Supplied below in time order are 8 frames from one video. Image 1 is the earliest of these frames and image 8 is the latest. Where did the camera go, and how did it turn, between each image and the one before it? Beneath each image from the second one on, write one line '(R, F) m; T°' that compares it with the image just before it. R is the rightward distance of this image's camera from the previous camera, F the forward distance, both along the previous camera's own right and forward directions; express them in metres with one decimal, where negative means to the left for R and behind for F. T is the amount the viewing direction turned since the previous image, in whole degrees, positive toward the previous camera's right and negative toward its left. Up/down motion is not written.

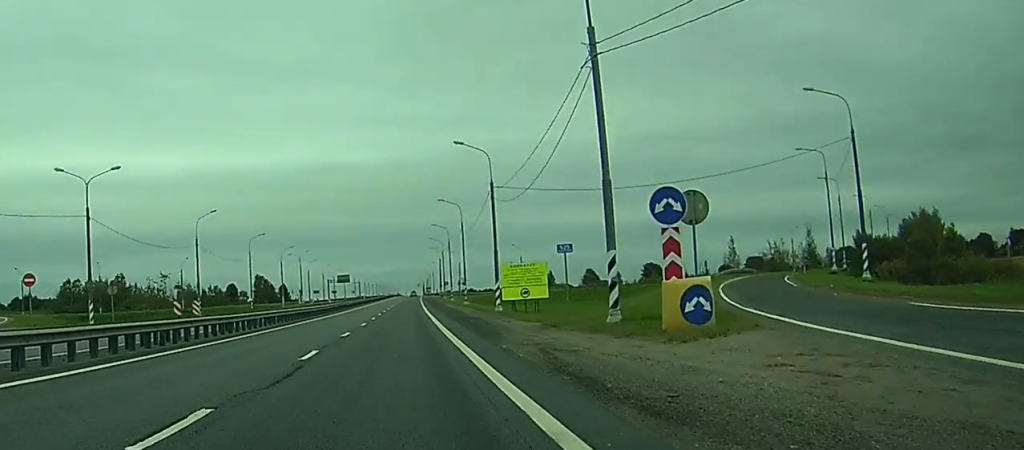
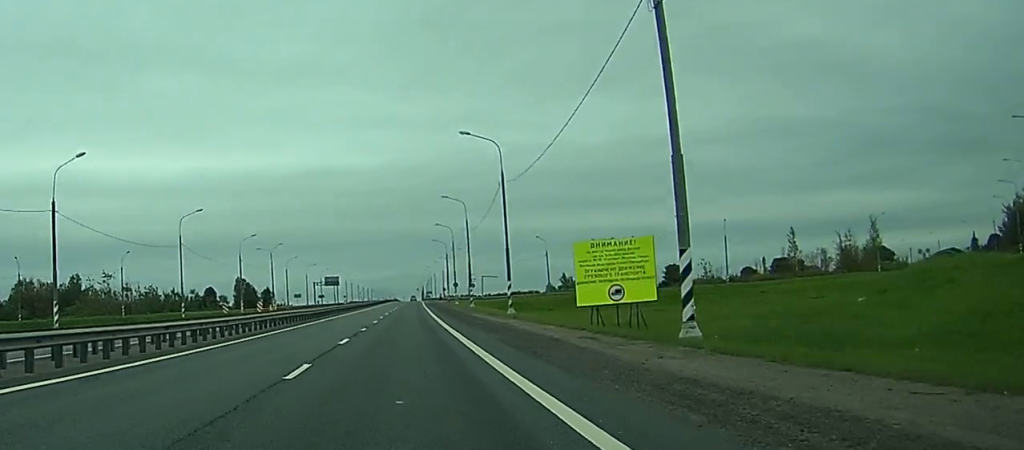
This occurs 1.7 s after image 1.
(-0.9, +38.8) m; -2°
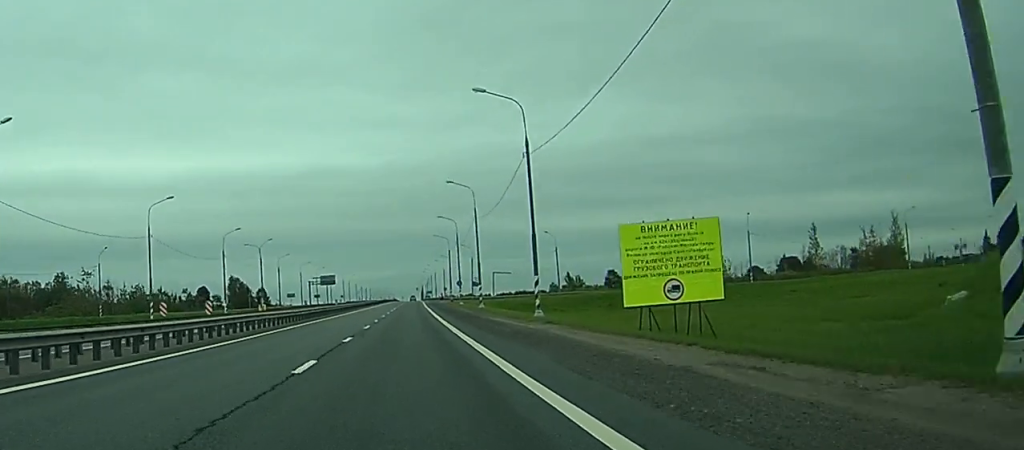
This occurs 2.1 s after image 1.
(-0.1, +10.9) m; 0°
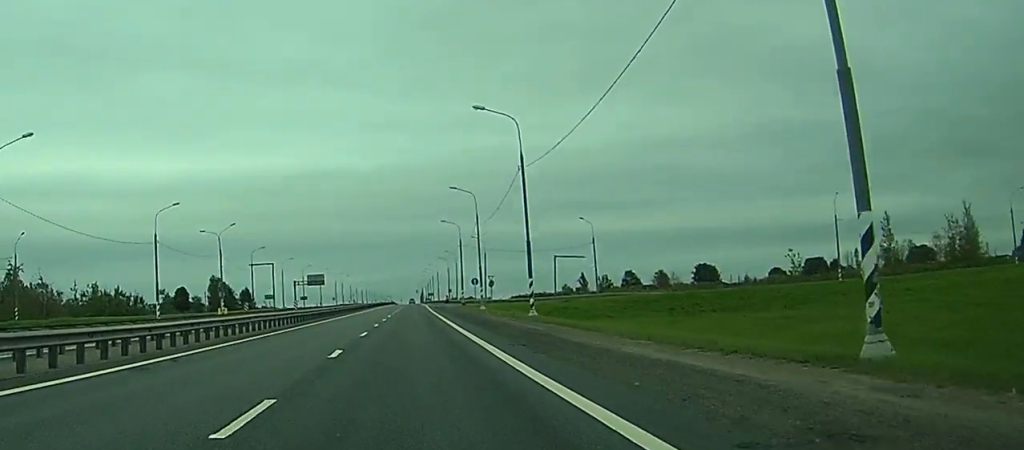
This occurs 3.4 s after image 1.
(+0.1, +30.4) m; 0°
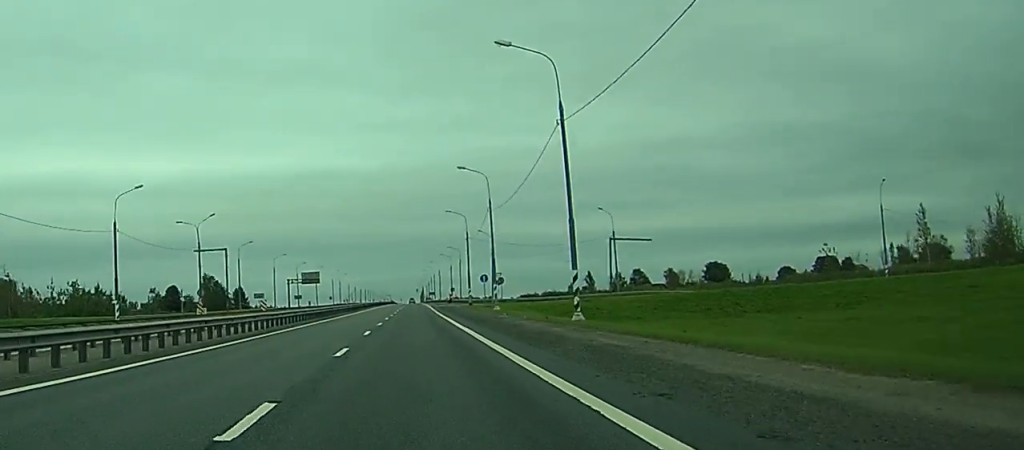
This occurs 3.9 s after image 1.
(0.0, +11.8) m; 0°
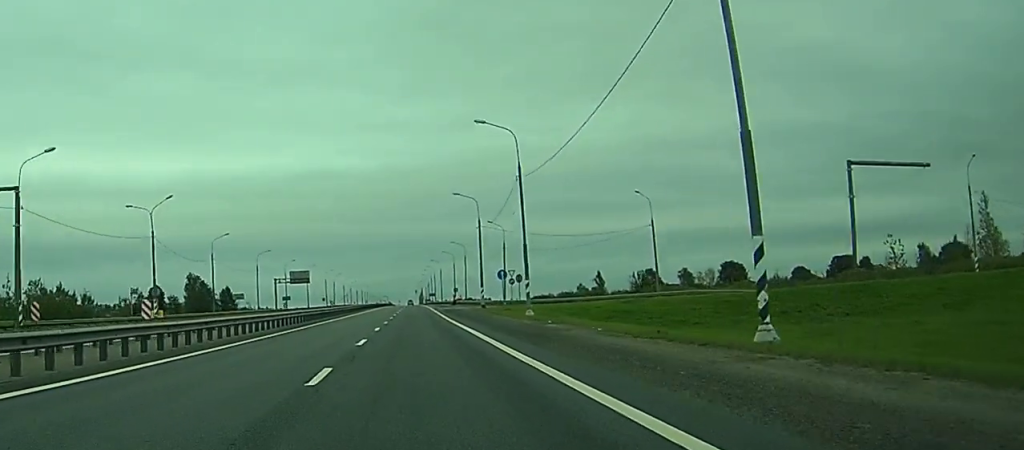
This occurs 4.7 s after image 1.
(0.0, +18.2) m; 0°
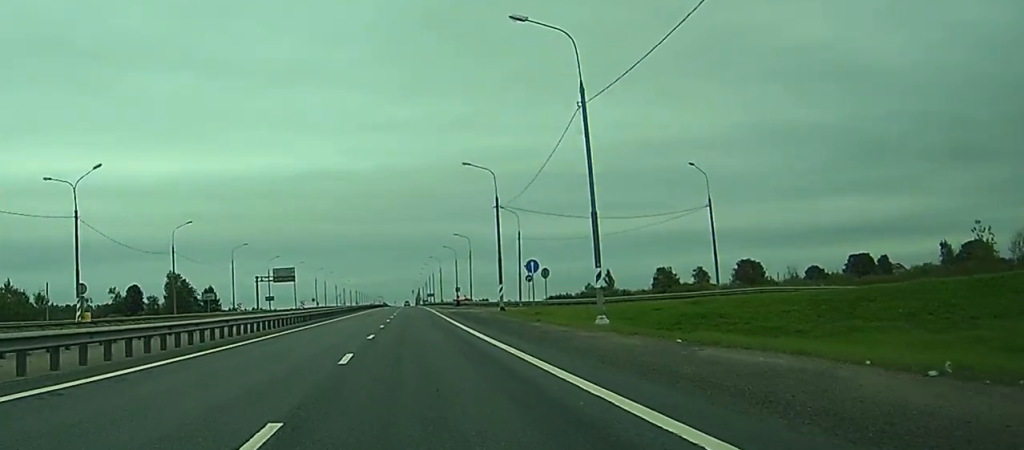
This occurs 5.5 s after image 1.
(0.0, +19.1) m; 0°
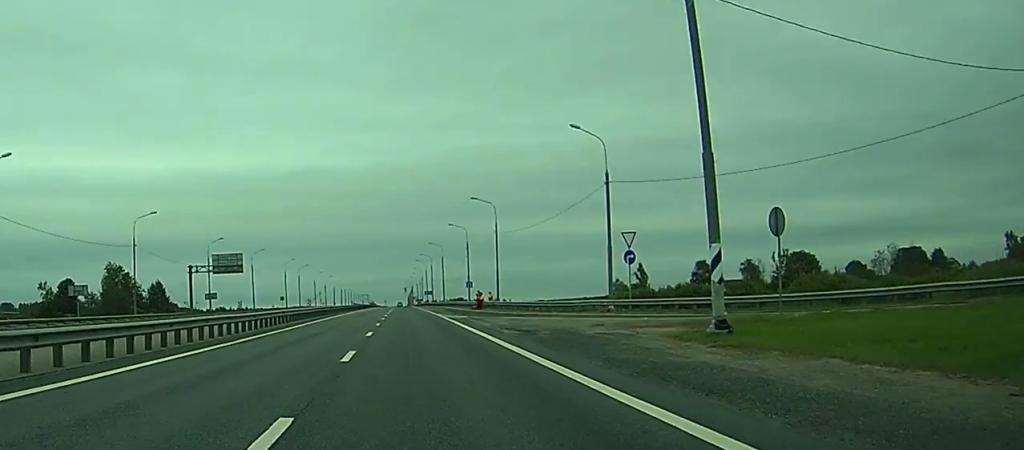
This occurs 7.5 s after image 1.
(+0.6, +47.5) m; +1°
